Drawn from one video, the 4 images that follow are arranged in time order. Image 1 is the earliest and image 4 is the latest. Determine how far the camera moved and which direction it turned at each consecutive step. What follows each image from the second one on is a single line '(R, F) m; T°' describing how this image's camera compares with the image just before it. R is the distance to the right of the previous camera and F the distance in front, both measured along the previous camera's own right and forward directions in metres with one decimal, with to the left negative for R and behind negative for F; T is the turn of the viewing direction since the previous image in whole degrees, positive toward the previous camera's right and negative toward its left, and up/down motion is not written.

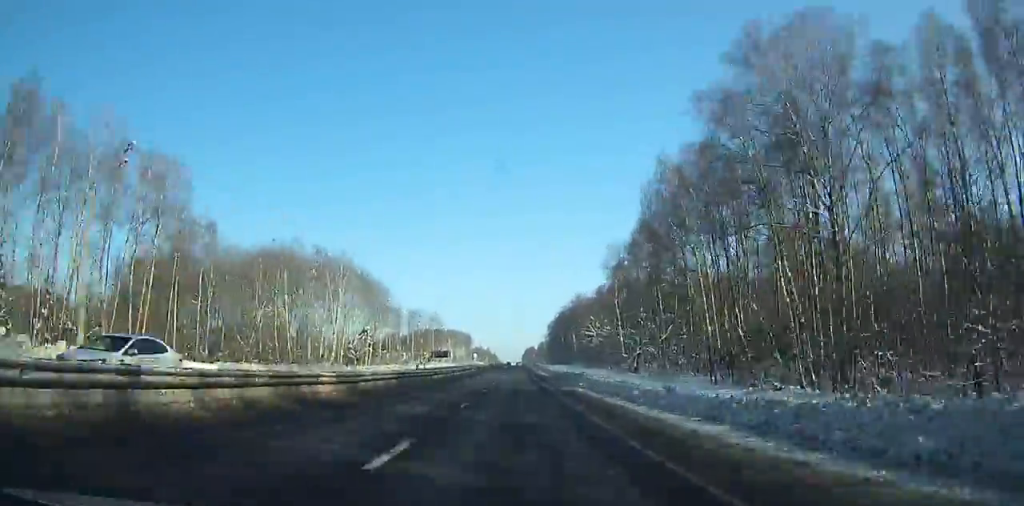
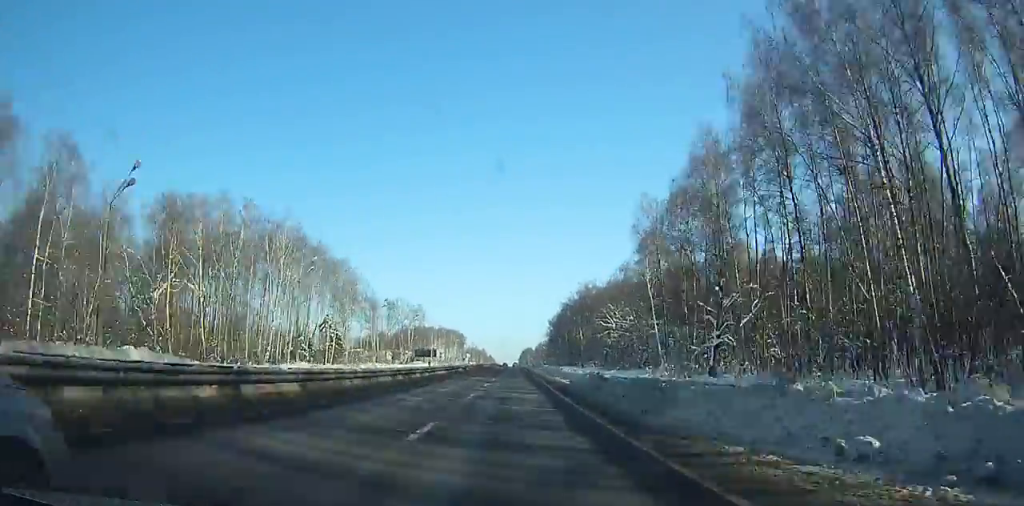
(0.0, +33.7) m; 0°
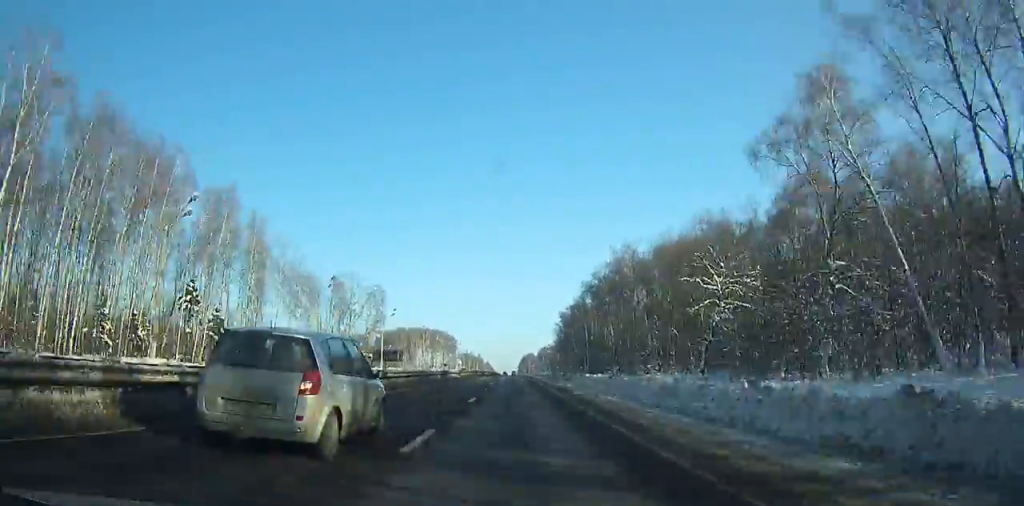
(0.0, +59.8) m; 0°
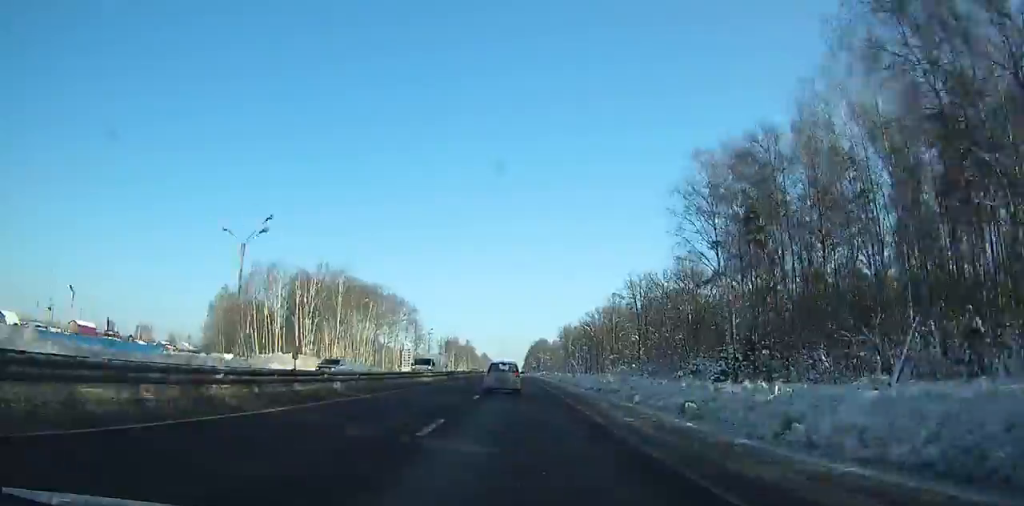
(-0.3, +168.3) m; 0°
